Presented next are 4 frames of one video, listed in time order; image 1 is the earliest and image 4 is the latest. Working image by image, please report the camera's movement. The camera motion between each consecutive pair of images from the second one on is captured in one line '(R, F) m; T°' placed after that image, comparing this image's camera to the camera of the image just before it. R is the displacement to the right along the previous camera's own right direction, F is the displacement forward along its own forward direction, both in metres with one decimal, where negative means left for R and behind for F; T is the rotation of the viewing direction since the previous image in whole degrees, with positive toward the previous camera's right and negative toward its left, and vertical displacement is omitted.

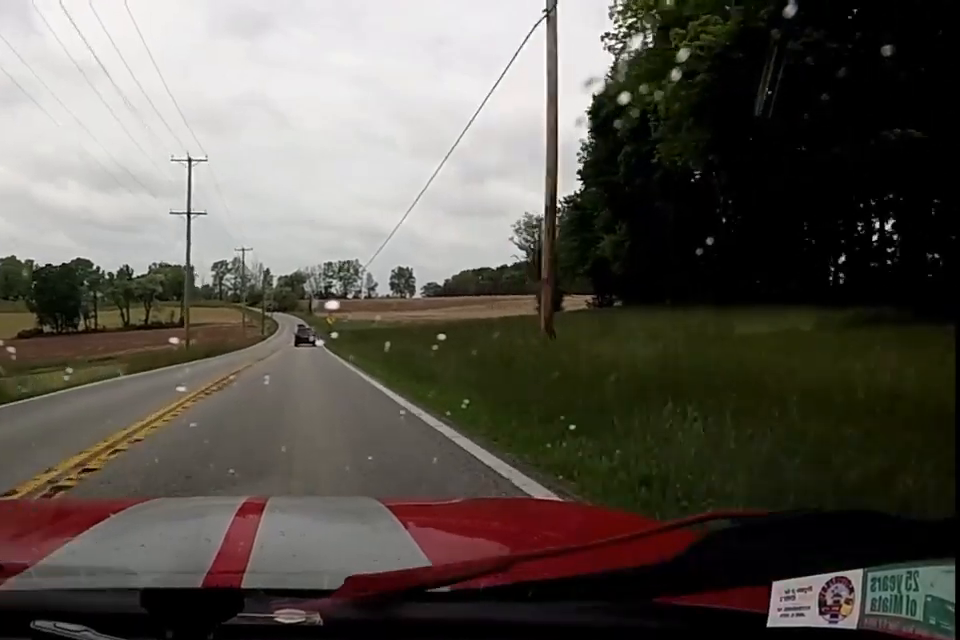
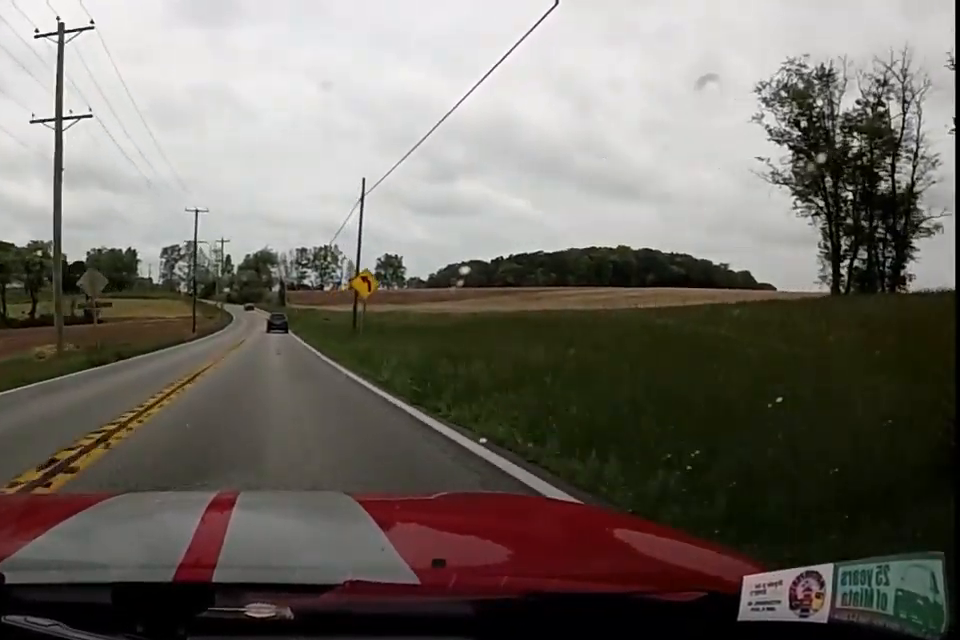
(-0.8, +58.8) m; -2°
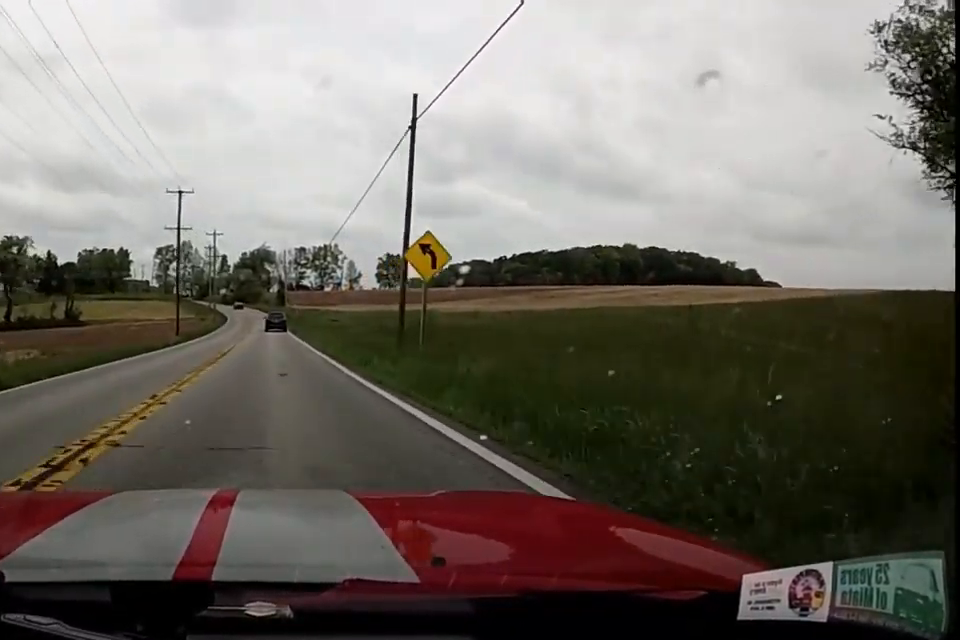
(+0.2, +10.0) m; -1°
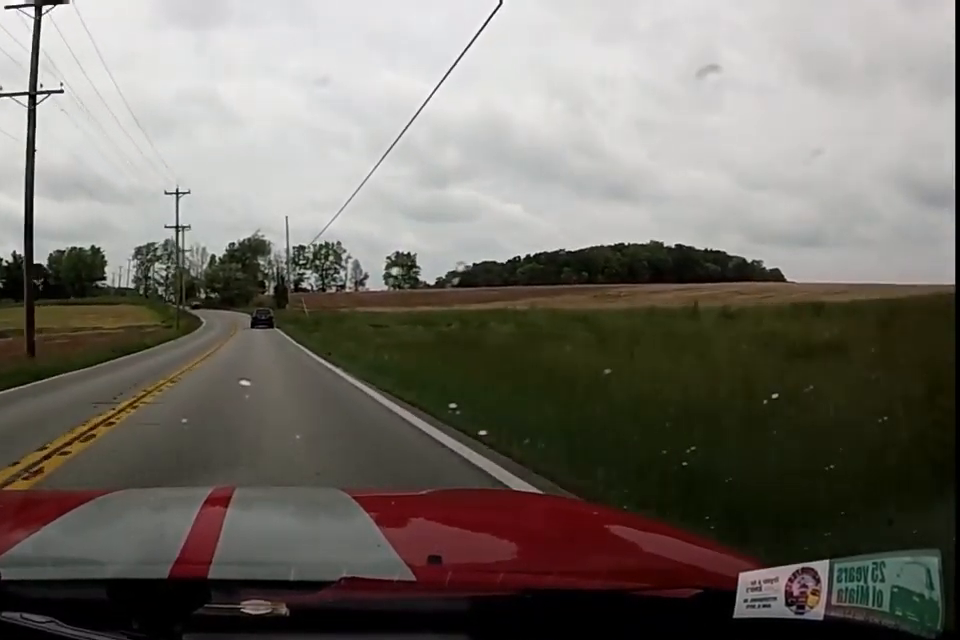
(-0.7, +32.4) m; -4°
